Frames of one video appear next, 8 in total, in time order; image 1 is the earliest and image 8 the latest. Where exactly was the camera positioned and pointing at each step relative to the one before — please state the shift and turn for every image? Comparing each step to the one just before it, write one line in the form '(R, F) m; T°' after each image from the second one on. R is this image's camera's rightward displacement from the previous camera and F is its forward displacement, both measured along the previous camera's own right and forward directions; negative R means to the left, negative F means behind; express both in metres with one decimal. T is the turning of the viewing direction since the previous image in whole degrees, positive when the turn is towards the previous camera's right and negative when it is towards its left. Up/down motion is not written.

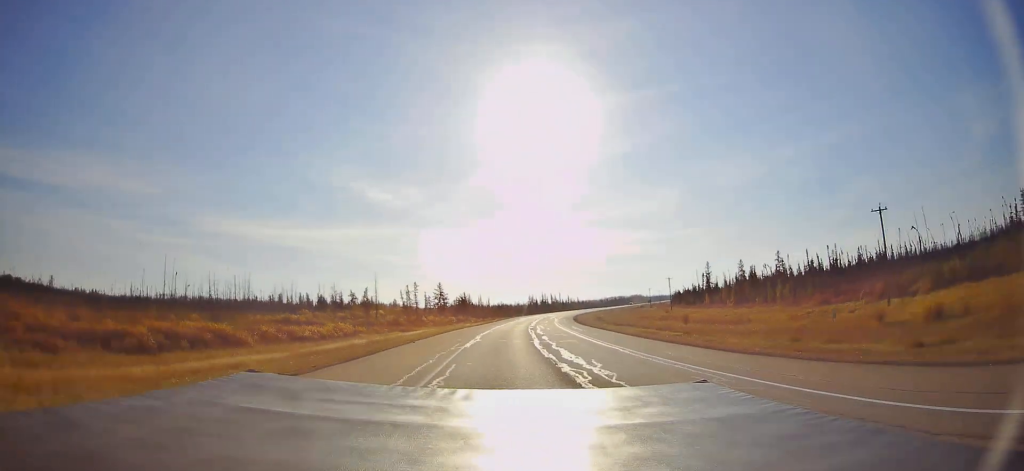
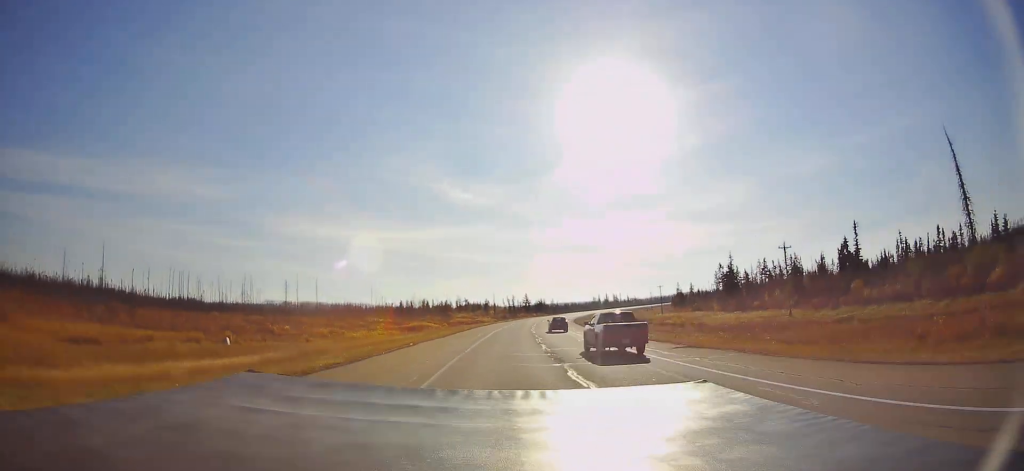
(-9.0, +127.7) m; -7°
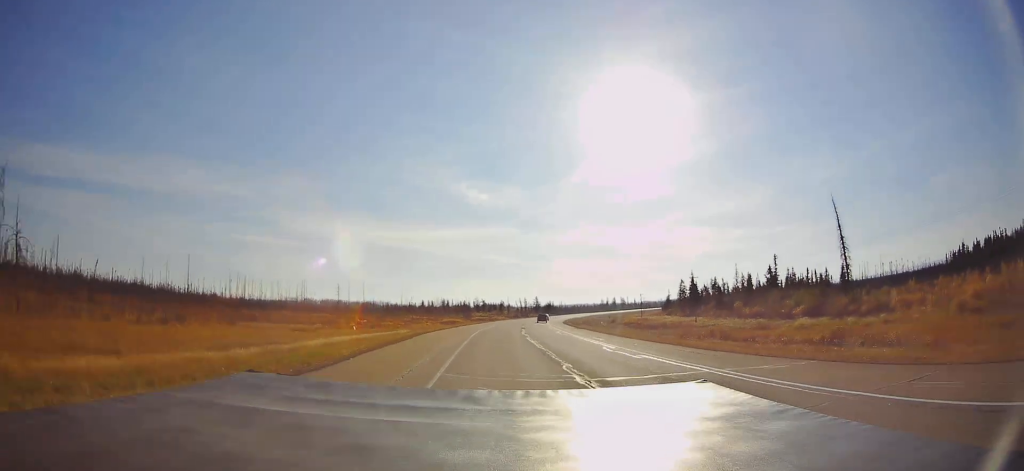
(-1.1, +42.0) m; -1°
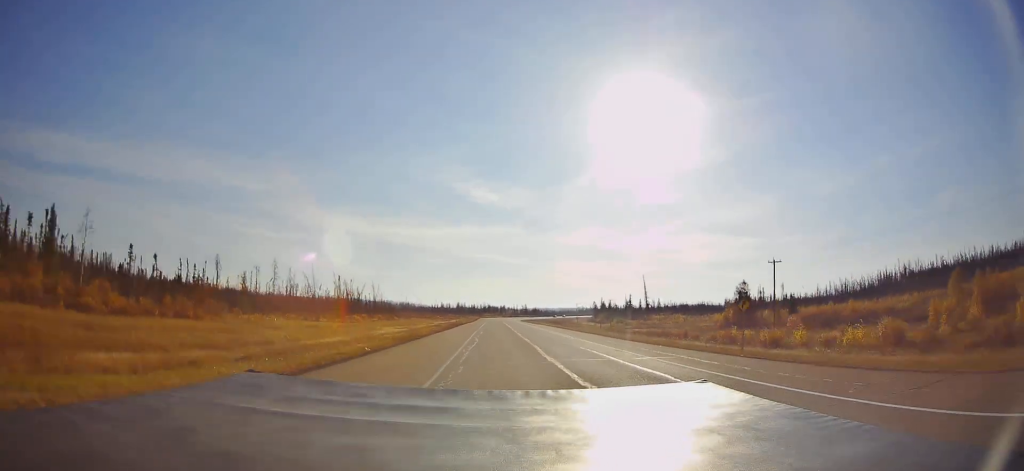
(-2.3, +162.7) m; -1°
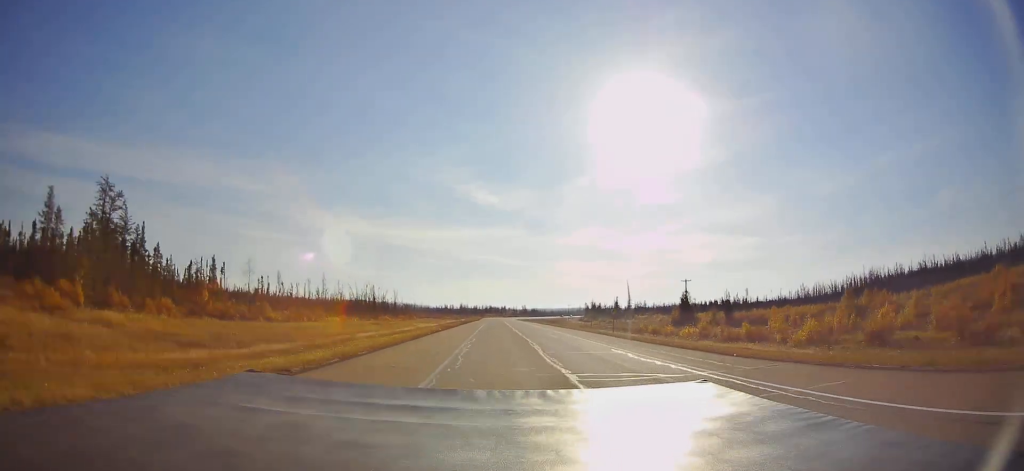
(0.0, +35.1) m; 0°
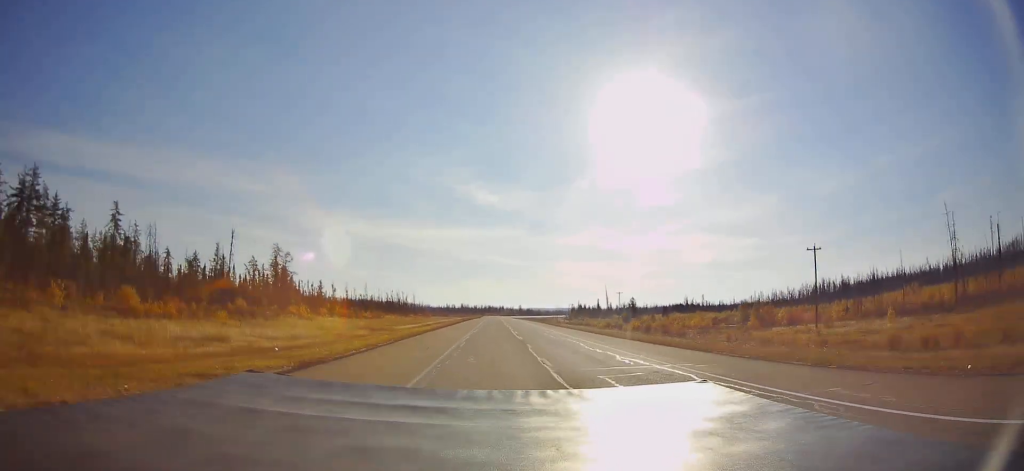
(-0.2, +54.4) m; 0°
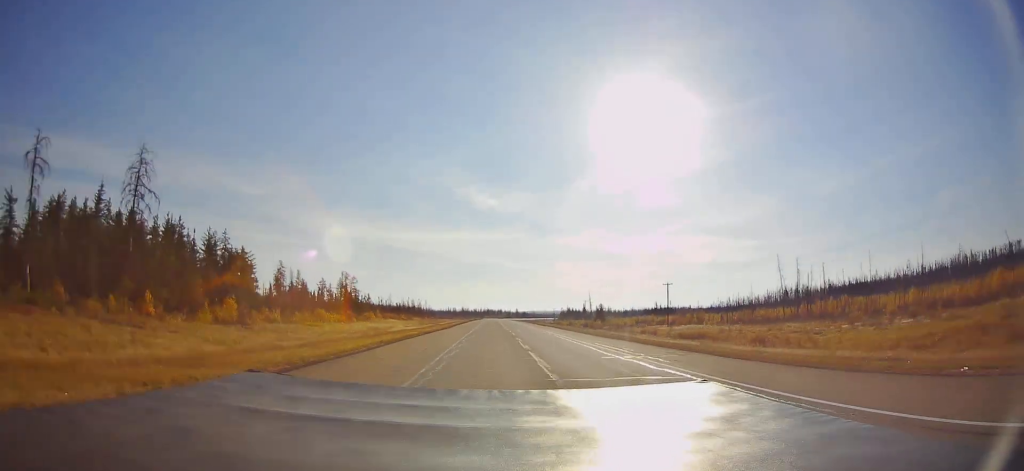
(+0.2, +54.5) m; 0°
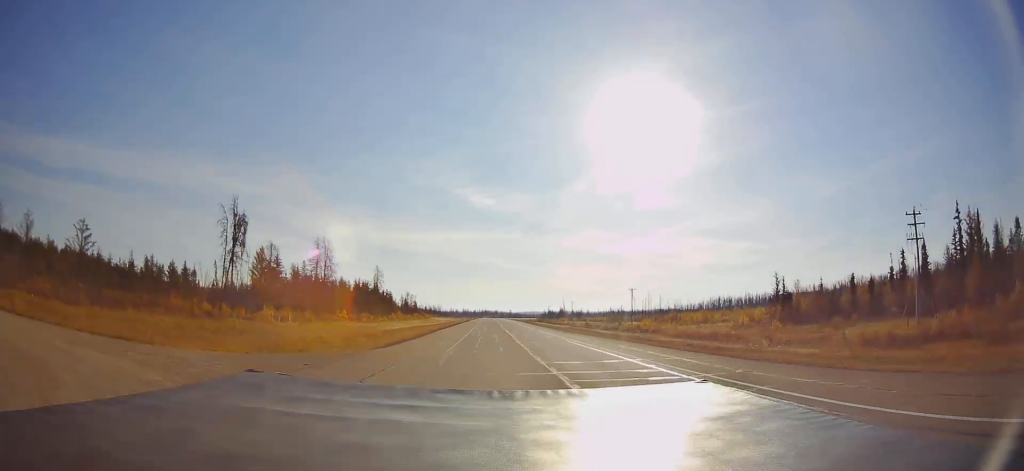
(+0.6, +127.9) m; 0°
